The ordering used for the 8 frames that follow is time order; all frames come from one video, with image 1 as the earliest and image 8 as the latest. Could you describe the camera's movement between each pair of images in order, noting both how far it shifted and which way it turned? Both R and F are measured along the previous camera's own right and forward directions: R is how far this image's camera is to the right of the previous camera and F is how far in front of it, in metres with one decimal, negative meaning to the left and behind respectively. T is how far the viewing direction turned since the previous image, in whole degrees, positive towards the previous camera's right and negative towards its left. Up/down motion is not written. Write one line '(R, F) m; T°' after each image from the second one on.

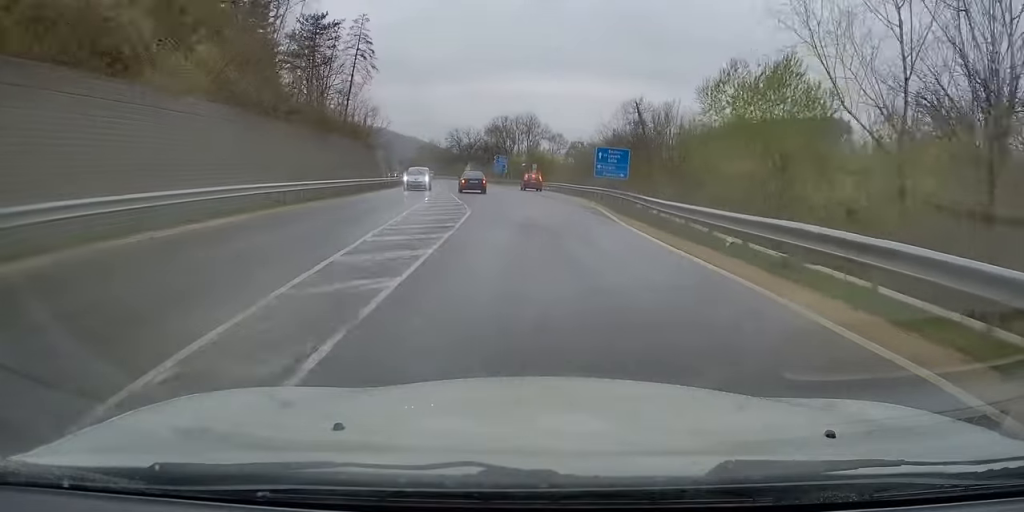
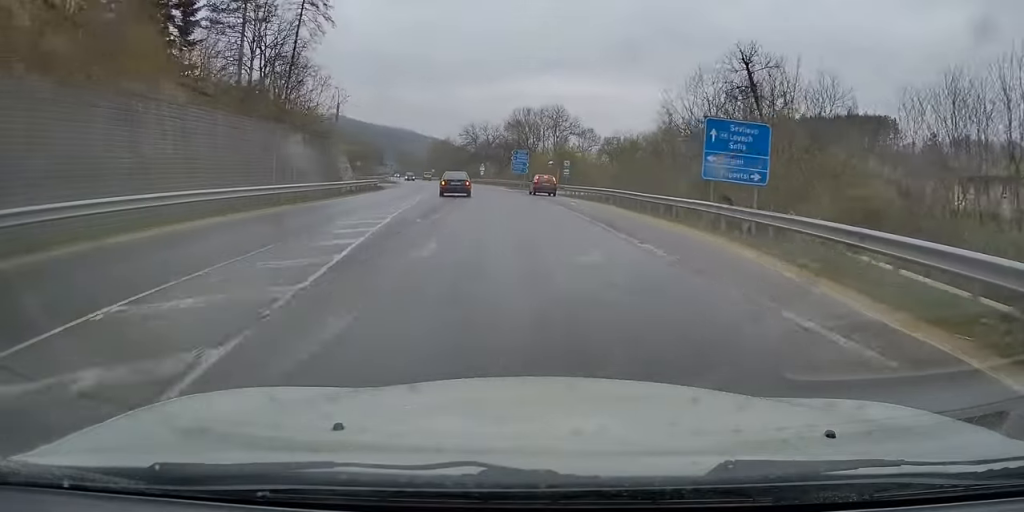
(+0.1, +22.3) m; -1°
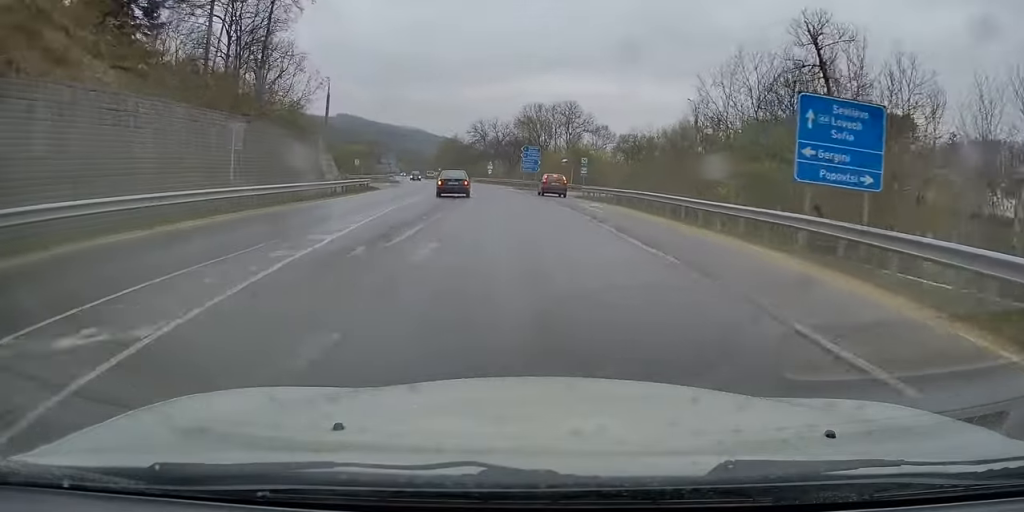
(-0.1, +6.7) m; -1°
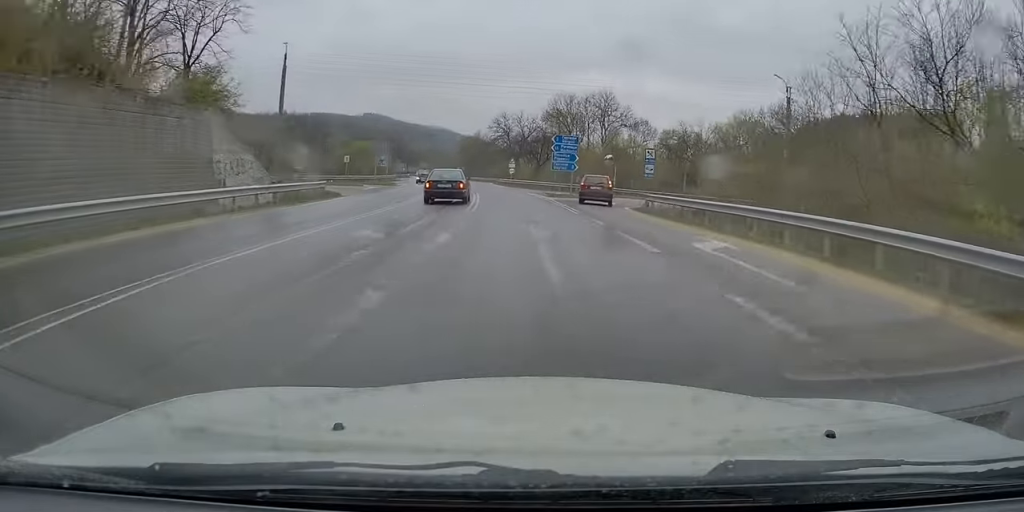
(-0.1, +16.6) m; -3°
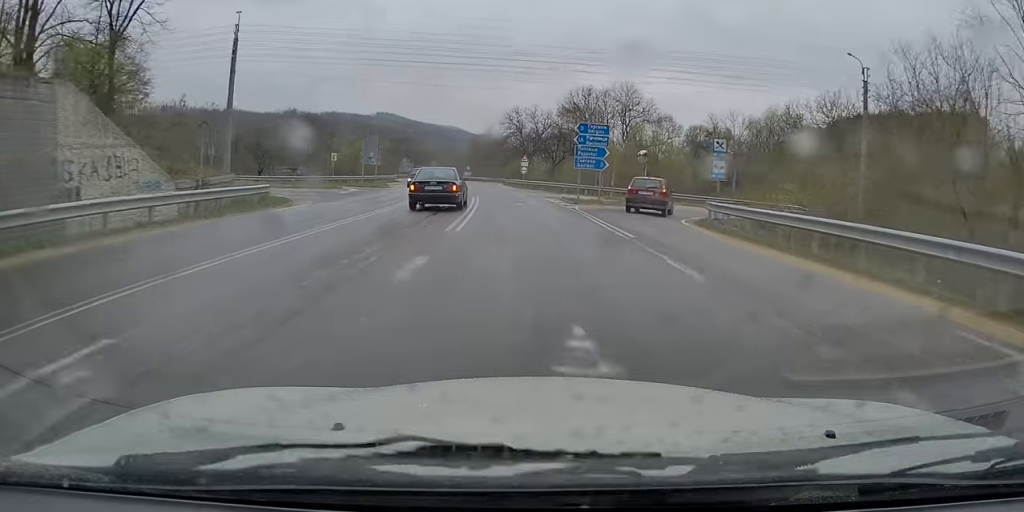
(-0.4, +9.3) m; -2°
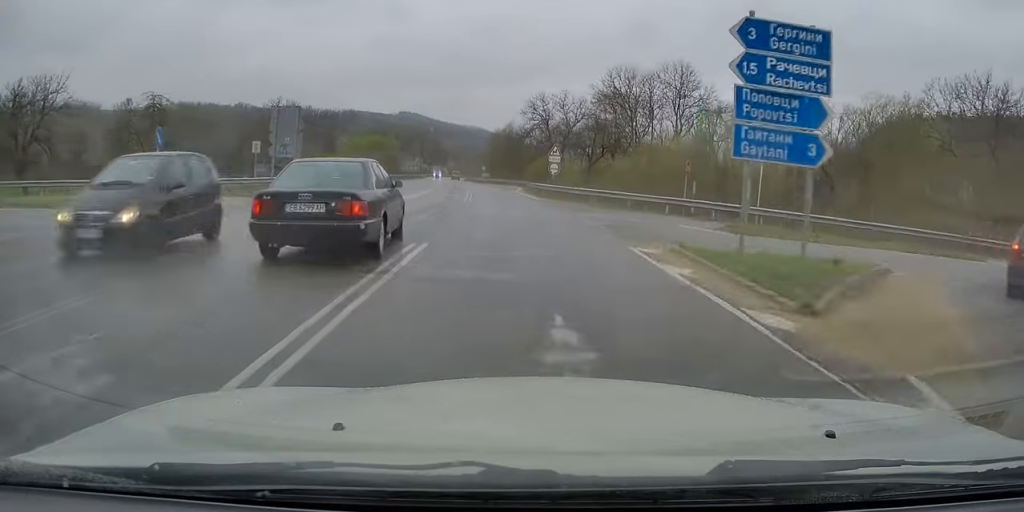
(-0.6, +22.5) m; -2°
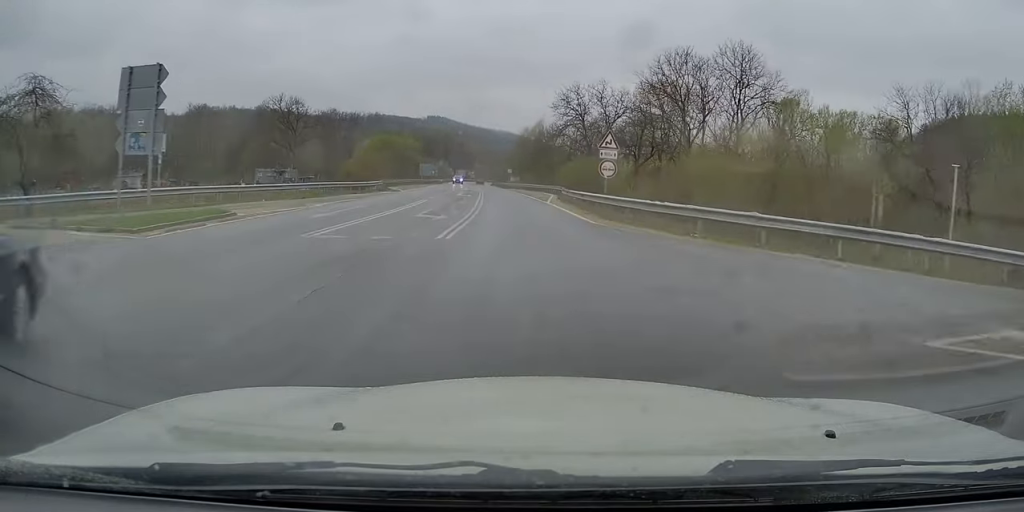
(0.0, +14.0) m; -2°
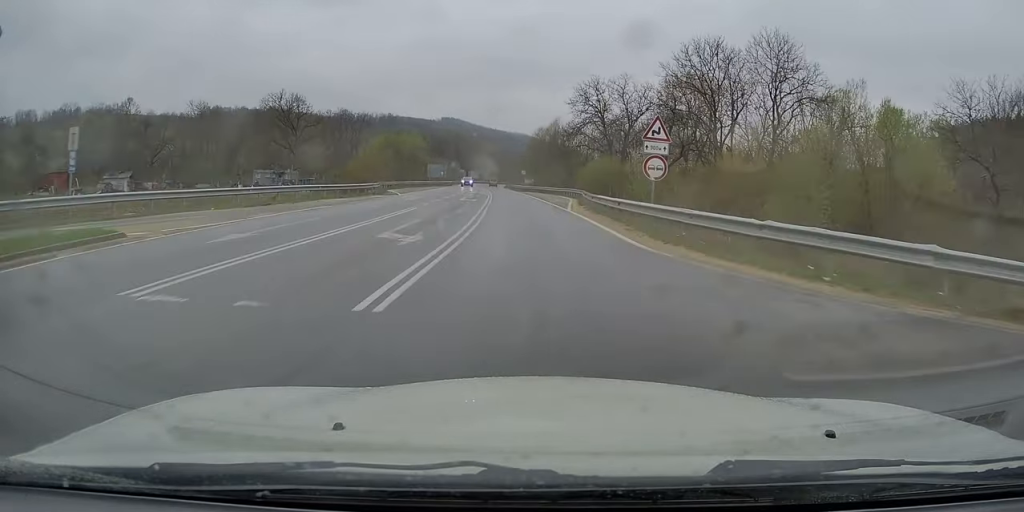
(+0.1, +6.8) m; -1°
